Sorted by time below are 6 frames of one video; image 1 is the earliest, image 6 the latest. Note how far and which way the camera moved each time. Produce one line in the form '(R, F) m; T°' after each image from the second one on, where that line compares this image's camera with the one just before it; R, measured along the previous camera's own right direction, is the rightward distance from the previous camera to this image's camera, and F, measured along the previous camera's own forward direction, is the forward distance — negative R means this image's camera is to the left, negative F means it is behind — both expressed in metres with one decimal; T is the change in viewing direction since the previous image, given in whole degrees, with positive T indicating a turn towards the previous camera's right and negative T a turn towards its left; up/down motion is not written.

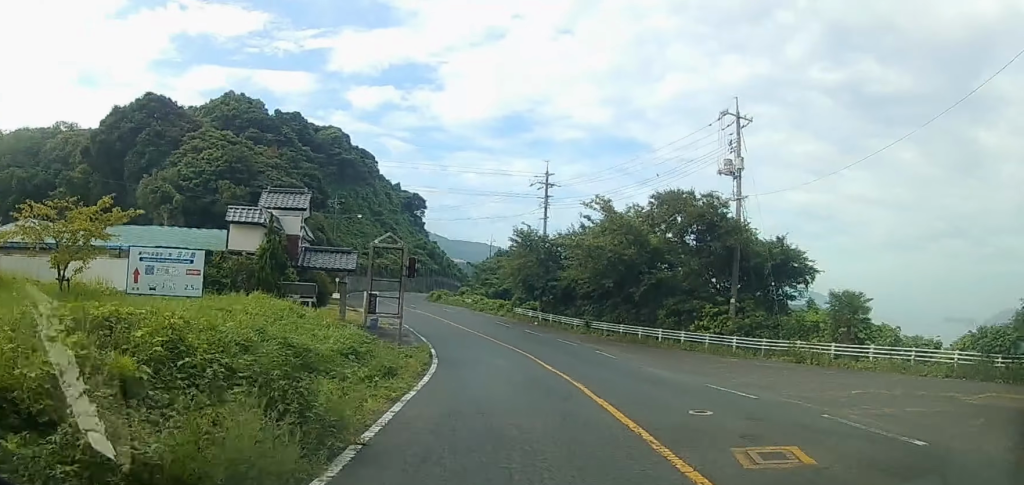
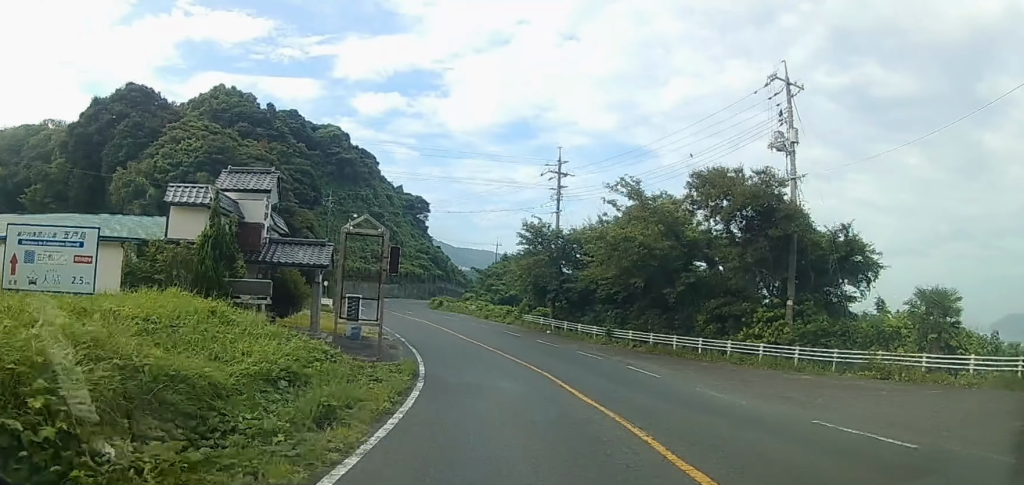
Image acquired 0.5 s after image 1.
(0.0, +5.0) m; -1°
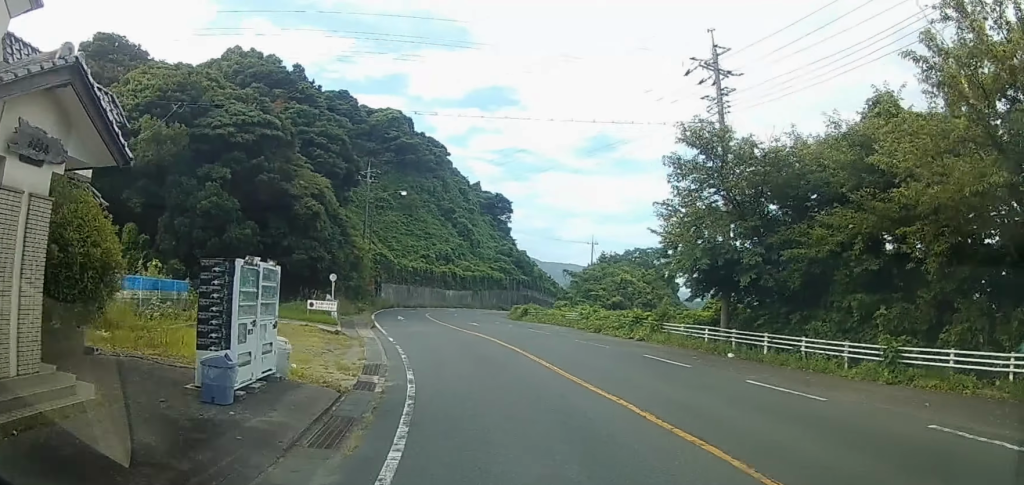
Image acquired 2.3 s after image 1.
(-0.7, +17.3) m; -5°
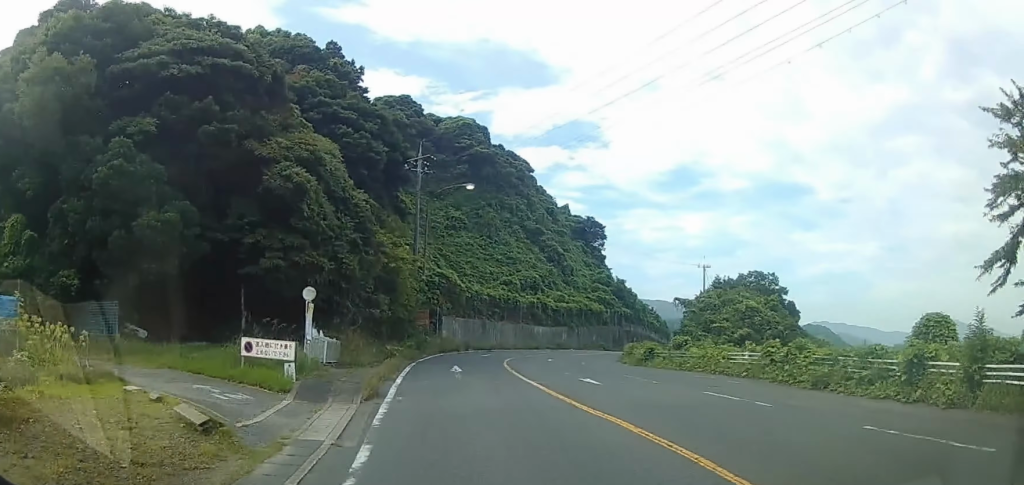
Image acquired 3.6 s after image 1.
(-0.5, +13.1) m; -4°
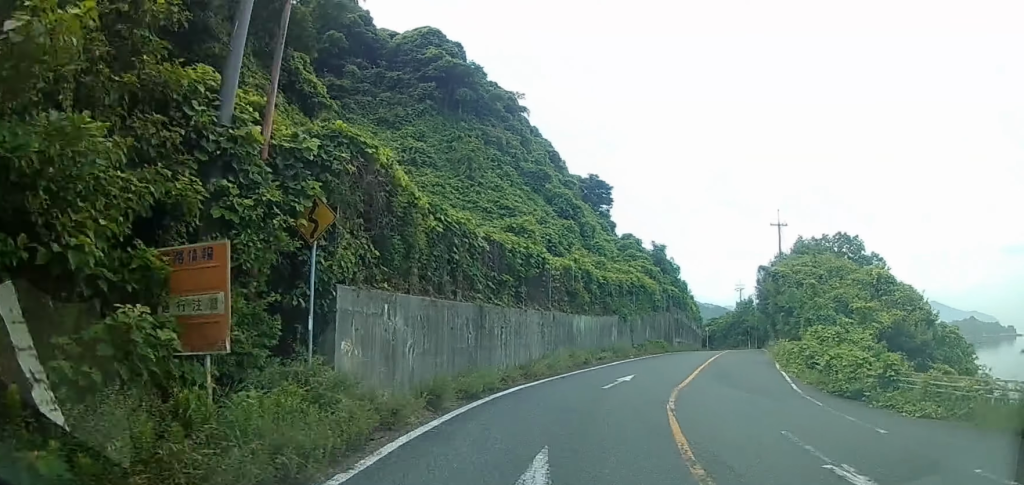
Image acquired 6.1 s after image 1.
(-2.2, +27.4) m; -8°
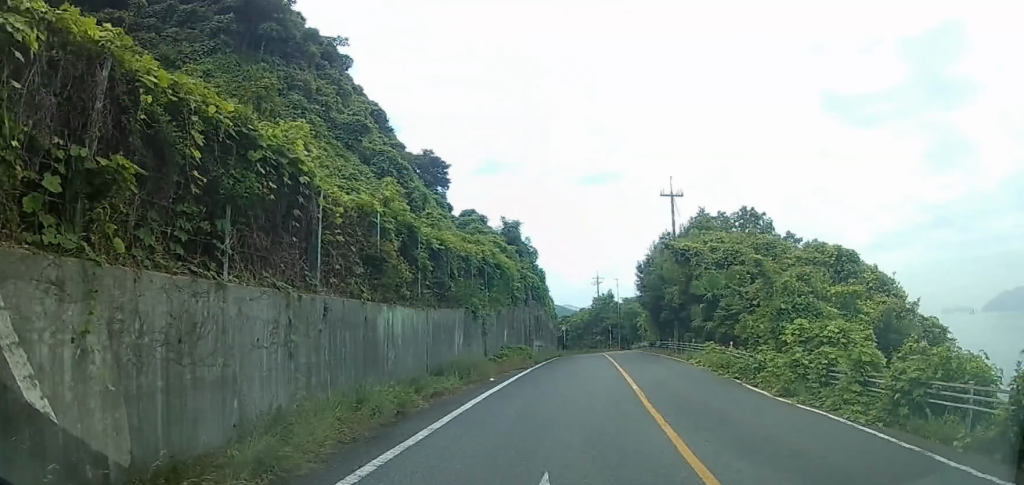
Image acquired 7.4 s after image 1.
(+0.3, +15.5) m; +5°
